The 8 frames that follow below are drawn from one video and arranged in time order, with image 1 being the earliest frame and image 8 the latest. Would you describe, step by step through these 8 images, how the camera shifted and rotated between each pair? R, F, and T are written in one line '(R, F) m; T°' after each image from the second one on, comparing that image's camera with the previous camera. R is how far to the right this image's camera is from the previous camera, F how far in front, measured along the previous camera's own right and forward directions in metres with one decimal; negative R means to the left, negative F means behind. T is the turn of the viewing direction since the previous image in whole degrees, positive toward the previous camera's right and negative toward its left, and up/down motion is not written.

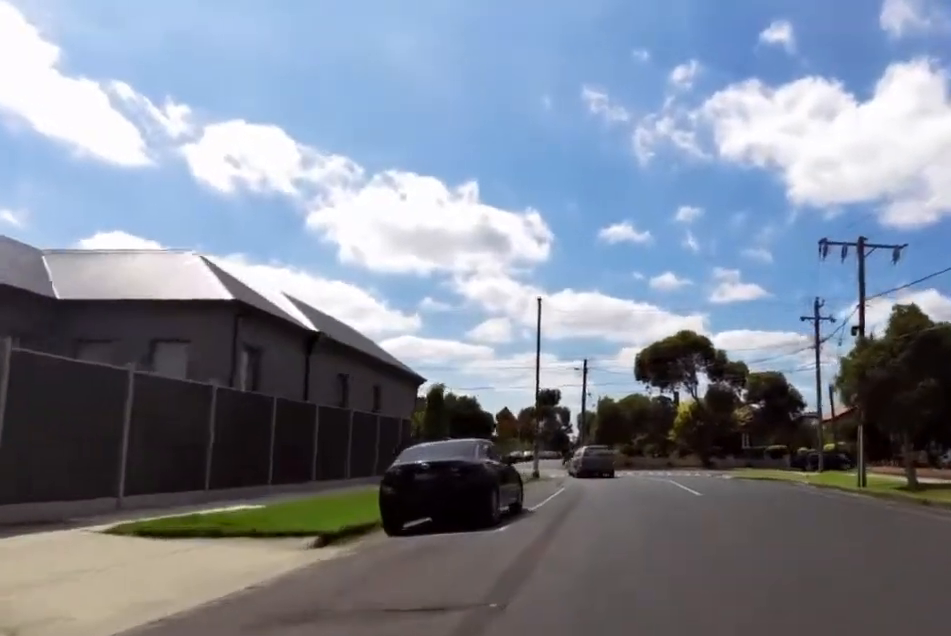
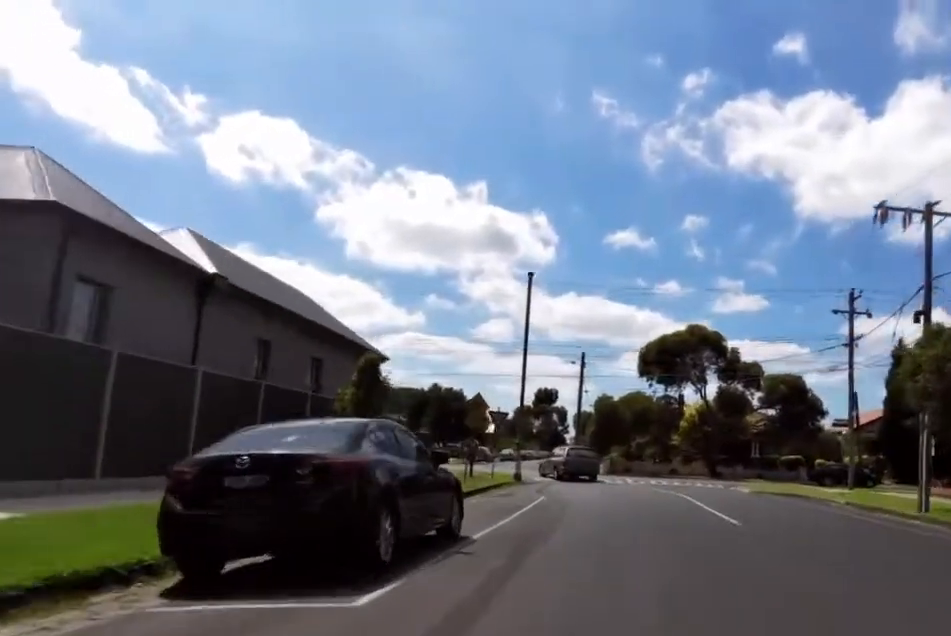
(+0.1, +5.9) m; -5°
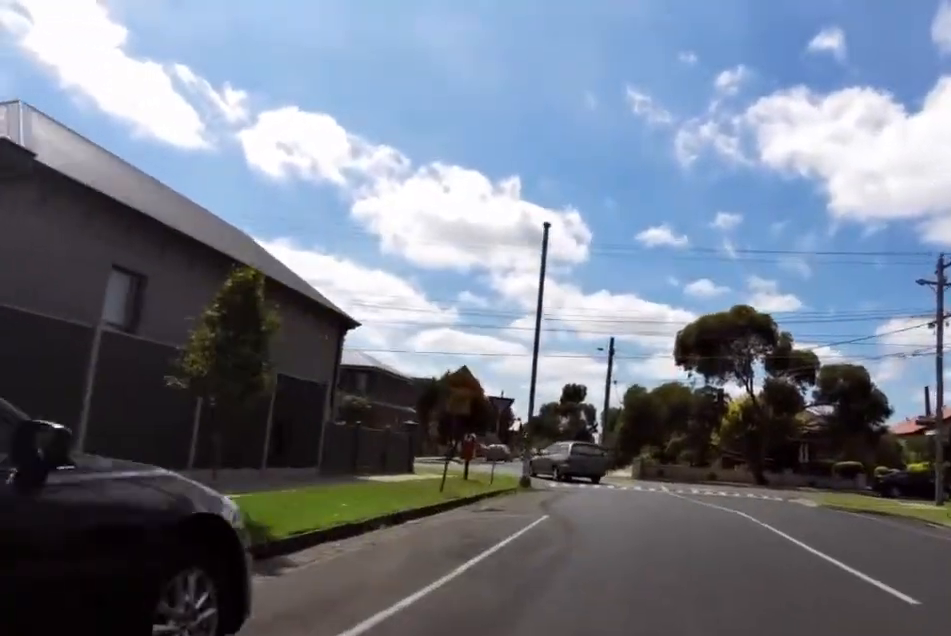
(-0.5, +6.6) m; -10°
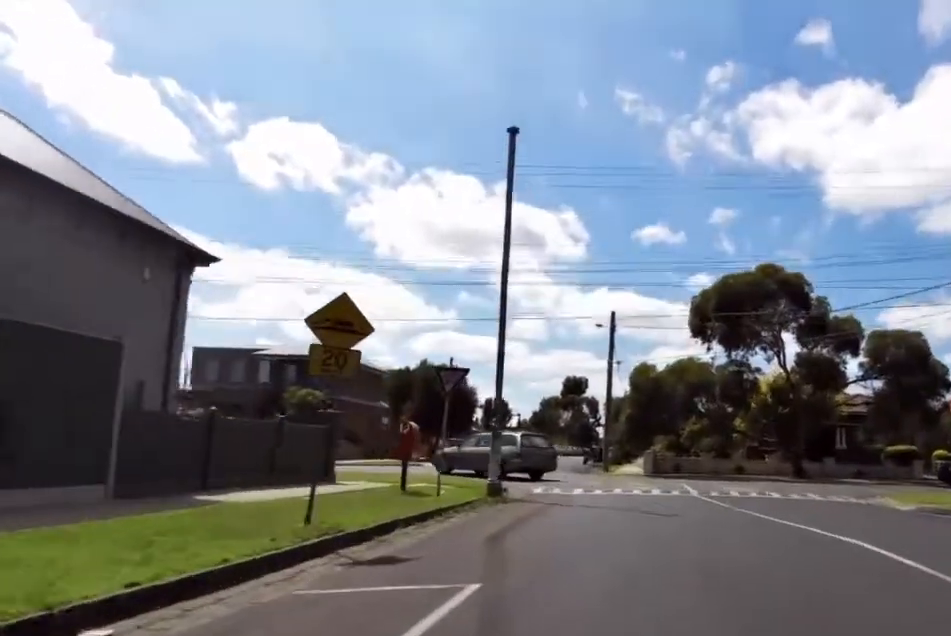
(-1.2, +7.3) m; +6°
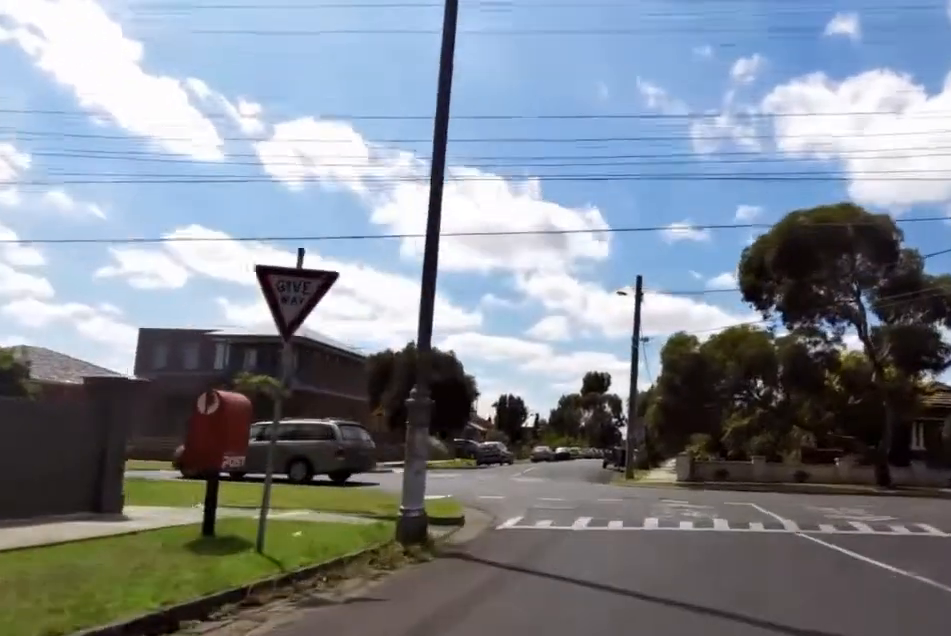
(+2.1, +7.7) m; +10°
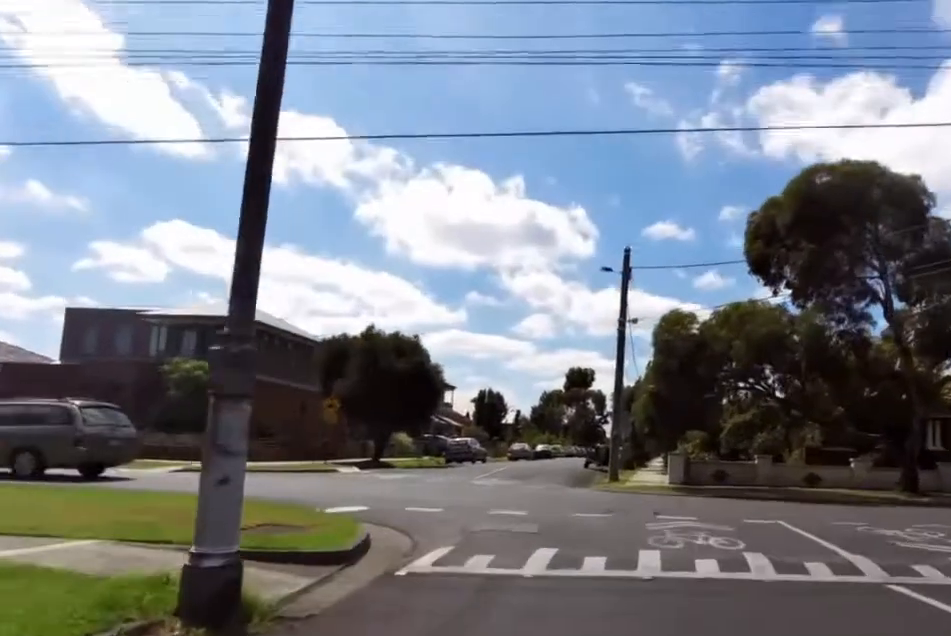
(-0.3, +3.6) m; -12°
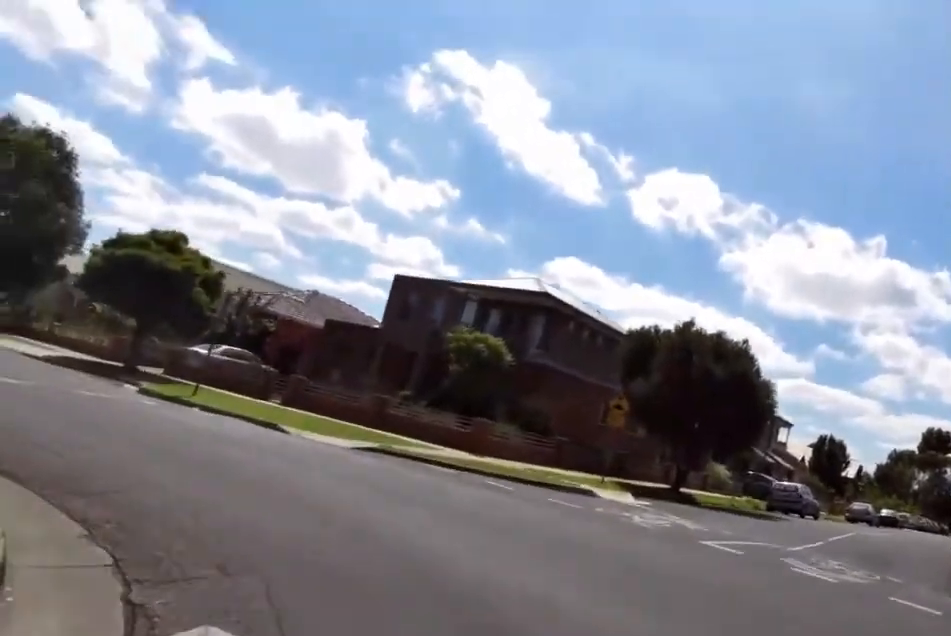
(-1.8, +8.8) m; -9°
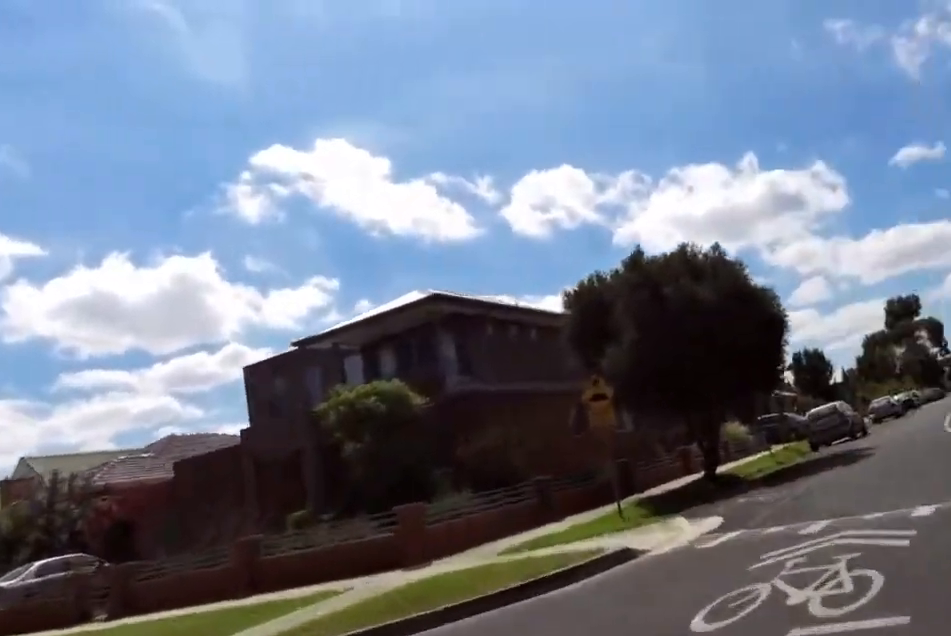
(+0.3, +7.9) m; +2°
